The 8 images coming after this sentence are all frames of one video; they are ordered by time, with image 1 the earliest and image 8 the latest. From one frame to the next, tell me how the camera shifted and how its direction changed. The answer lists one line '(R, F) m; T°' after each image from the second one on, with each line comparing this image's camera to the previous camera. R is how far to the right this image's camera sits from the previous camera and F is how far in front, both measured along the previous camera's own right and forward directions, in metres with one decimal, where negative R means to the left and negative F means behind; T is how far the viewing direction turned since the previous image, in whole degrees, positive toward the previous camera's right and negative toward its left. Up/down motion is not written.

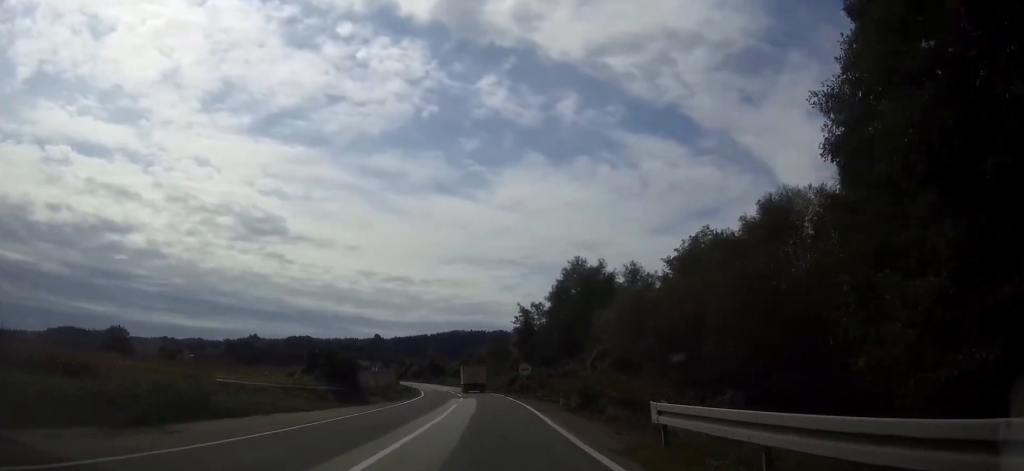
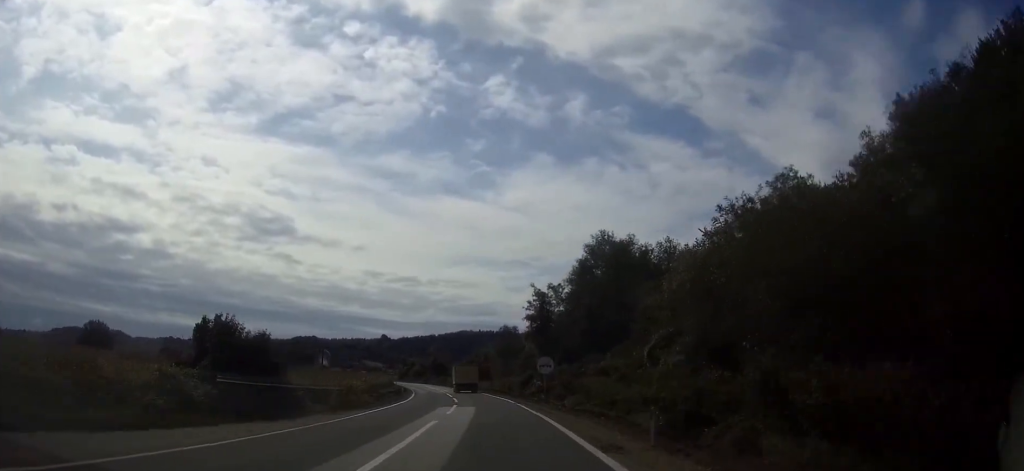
(-0.1, +14.4) m; -1°
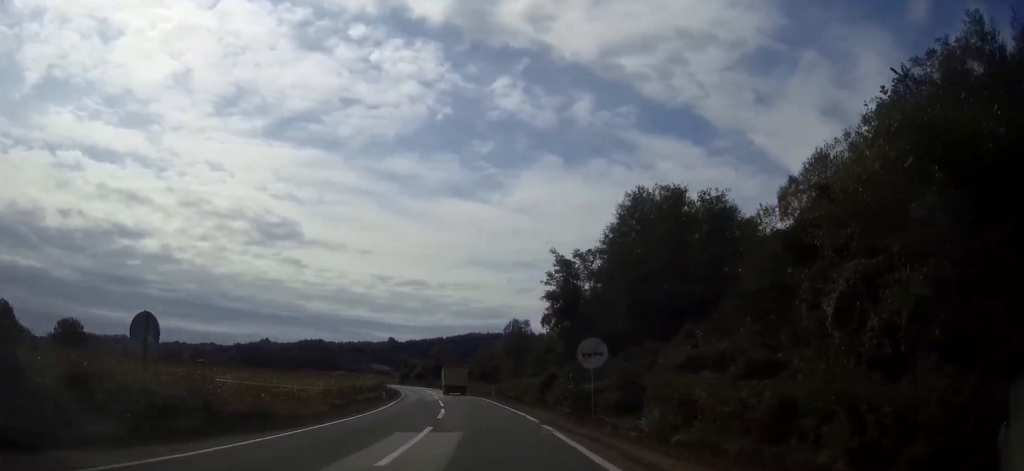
(-0.1, +16.2) m; -1°
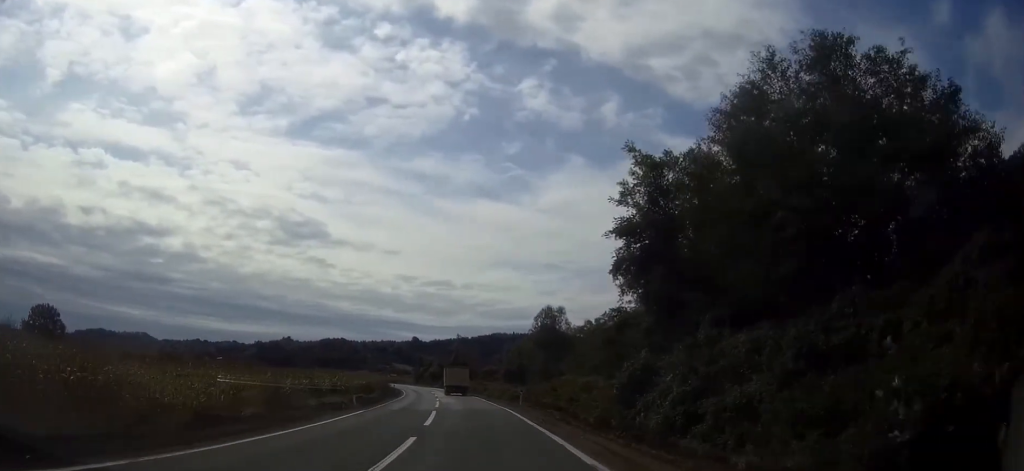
(-0.3, +20.2) m; -2°
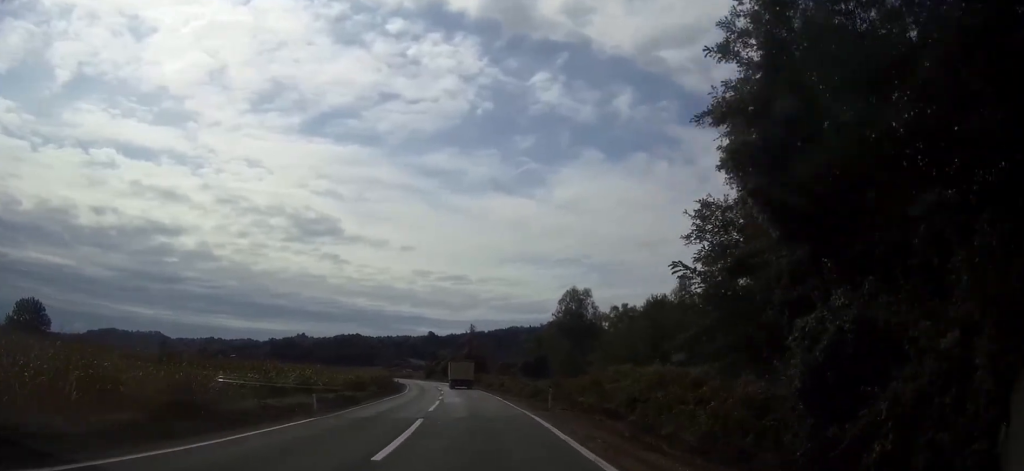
(-0.1, +11.2) m; -1°
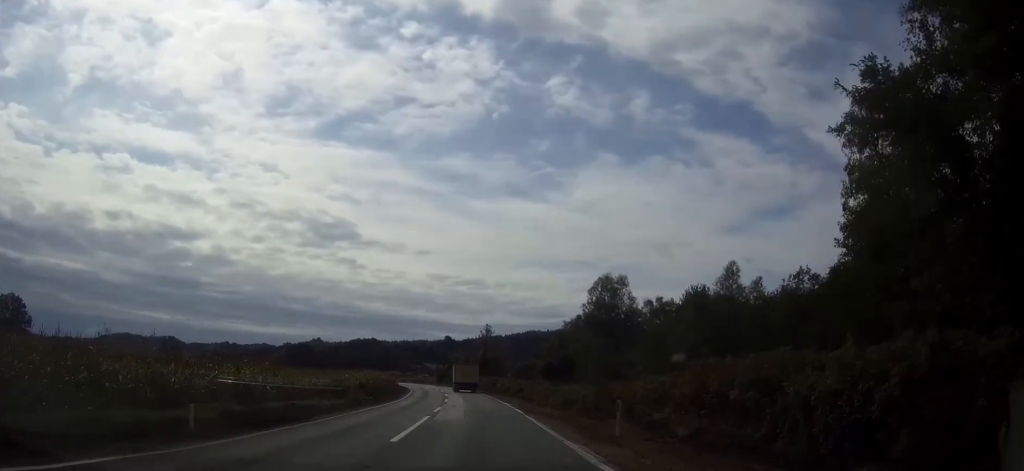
(-0.1, +12.3) m; -1°
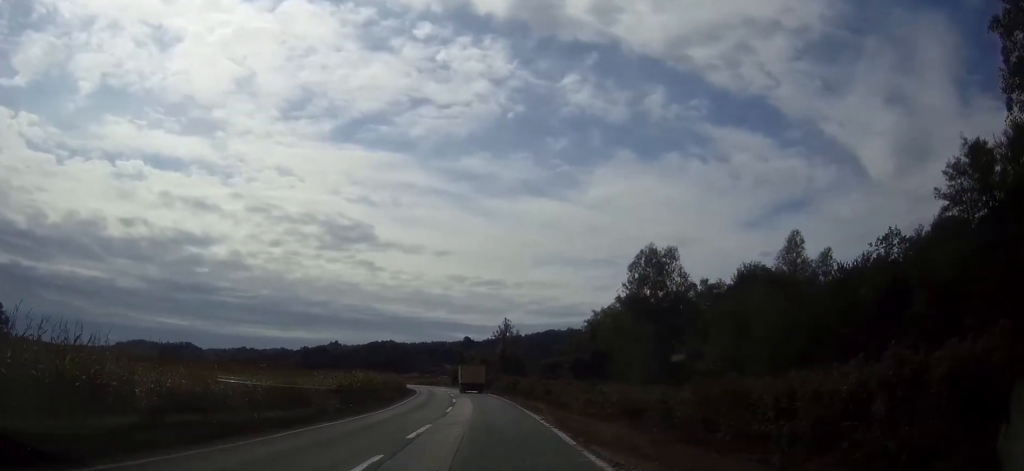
(-0.1, +12.9) m; -1°
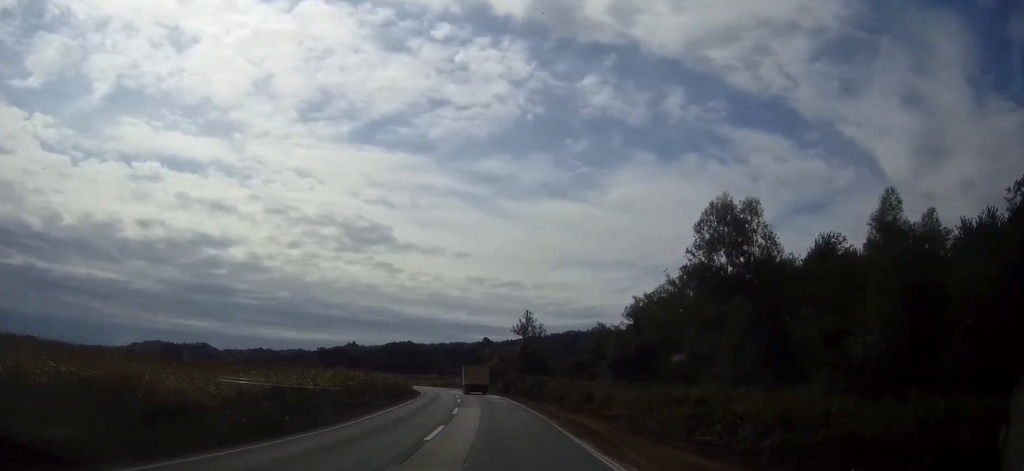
(-0.2, +14.6) m; -2°
